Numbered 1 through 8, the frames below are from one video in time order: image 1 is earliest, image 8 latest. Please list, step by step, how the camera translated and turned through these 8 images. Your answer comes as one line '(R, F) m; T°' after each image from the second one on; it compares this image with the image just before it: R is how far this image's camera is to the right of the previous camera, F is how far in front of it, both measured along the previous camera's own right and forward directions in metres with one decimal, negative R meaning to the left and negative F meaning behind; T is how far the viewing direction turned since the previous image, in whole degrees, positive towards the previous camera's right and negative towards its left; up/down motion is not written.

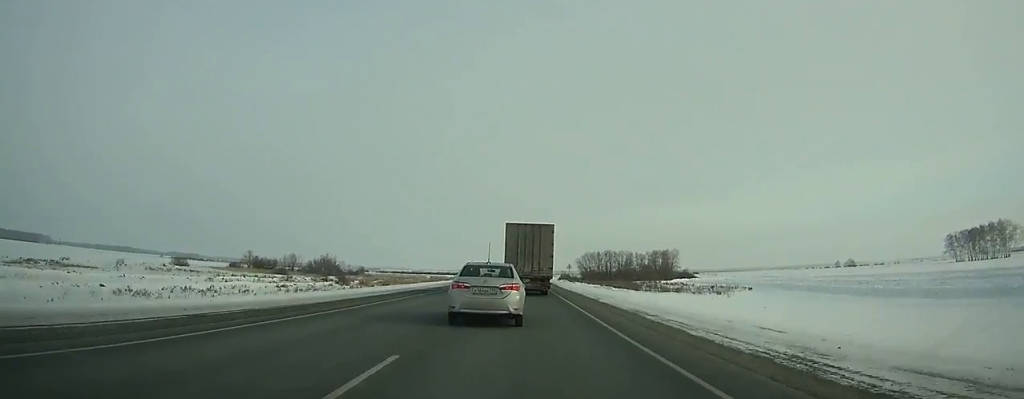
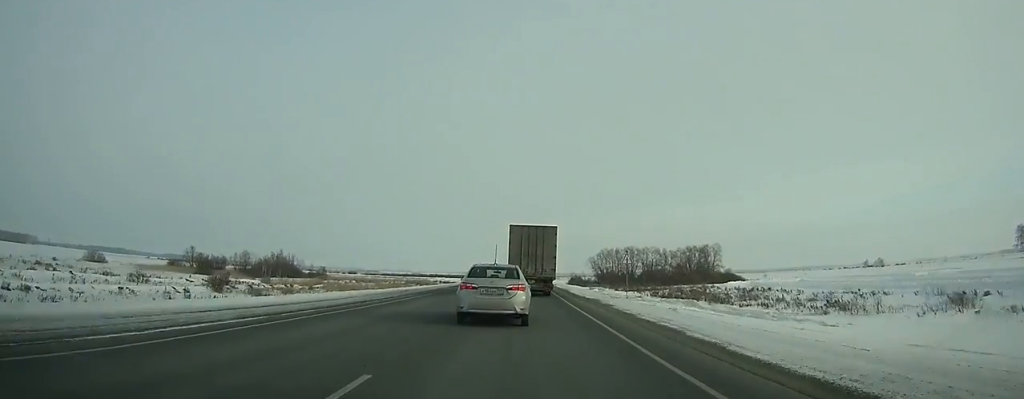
(0.0, +49.4) m; 0°
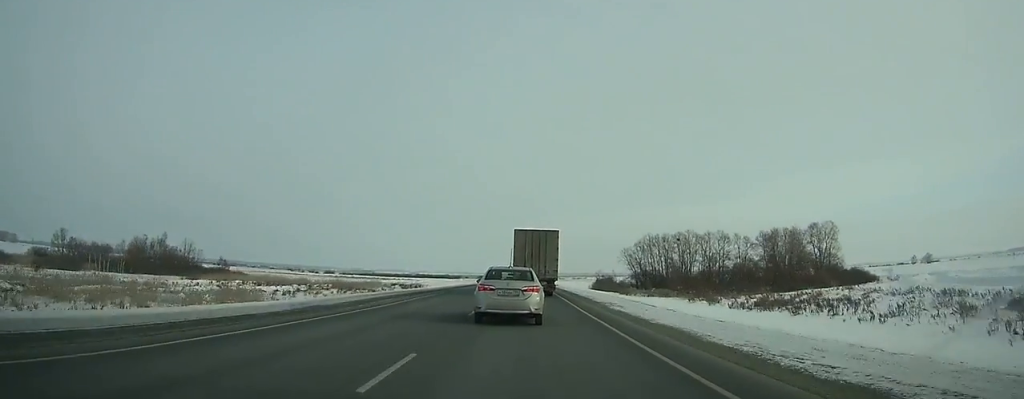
(+0.1, +70.2) m; 0°
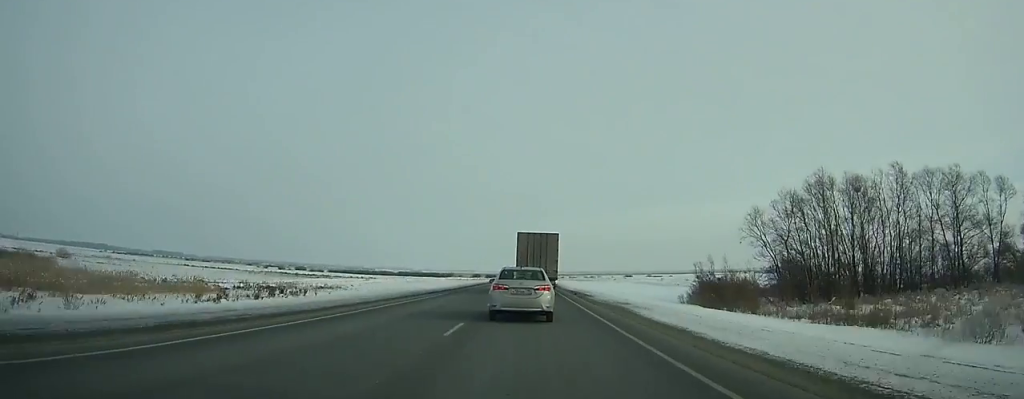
(+0.2, +78.4) m; 0°
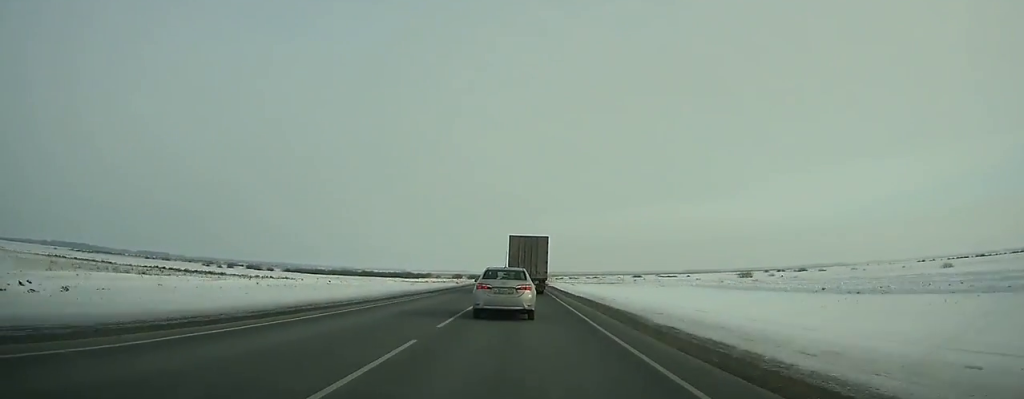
(-0.1, +70.1) m; 0°
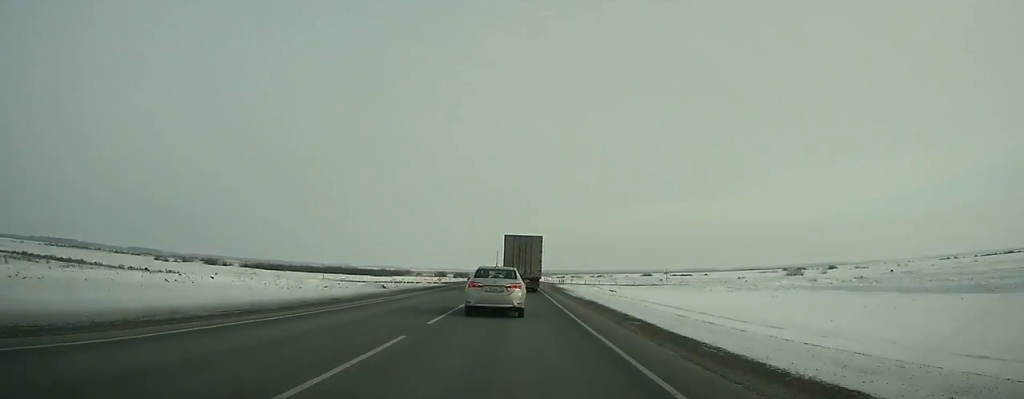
(-0.2, +47.1) m; 0°
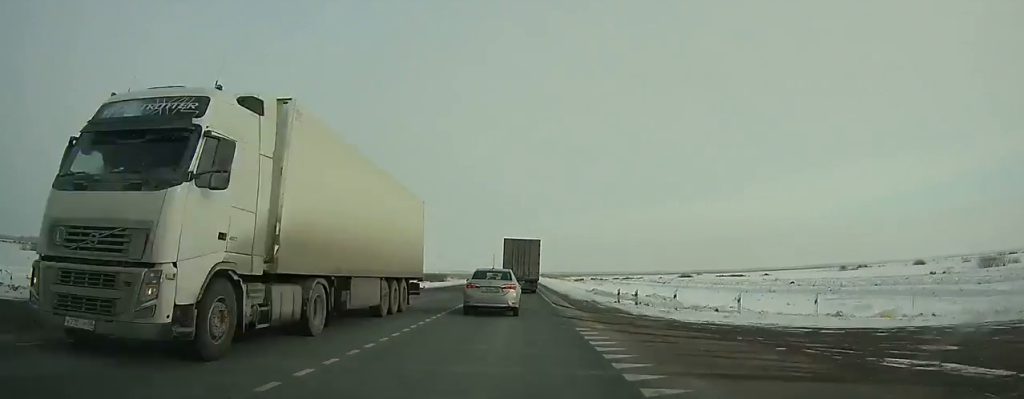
(+0.1, +88.7) m; 0°
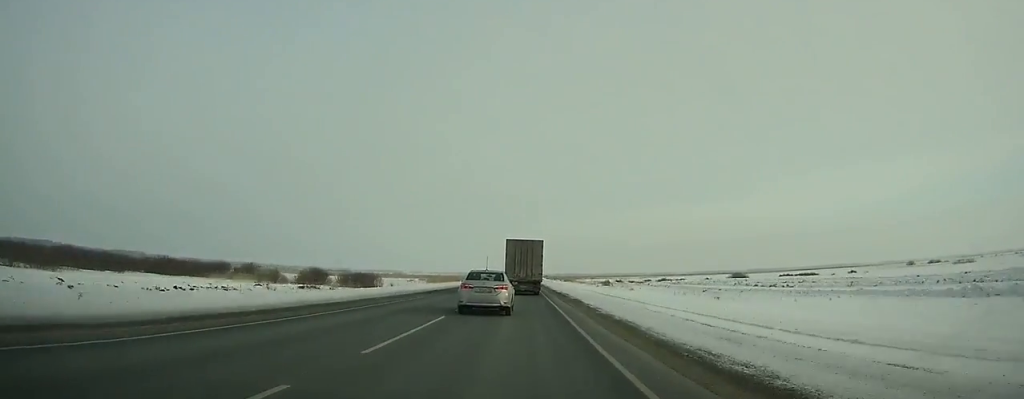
(+0.2, +77.1) m; 0°
